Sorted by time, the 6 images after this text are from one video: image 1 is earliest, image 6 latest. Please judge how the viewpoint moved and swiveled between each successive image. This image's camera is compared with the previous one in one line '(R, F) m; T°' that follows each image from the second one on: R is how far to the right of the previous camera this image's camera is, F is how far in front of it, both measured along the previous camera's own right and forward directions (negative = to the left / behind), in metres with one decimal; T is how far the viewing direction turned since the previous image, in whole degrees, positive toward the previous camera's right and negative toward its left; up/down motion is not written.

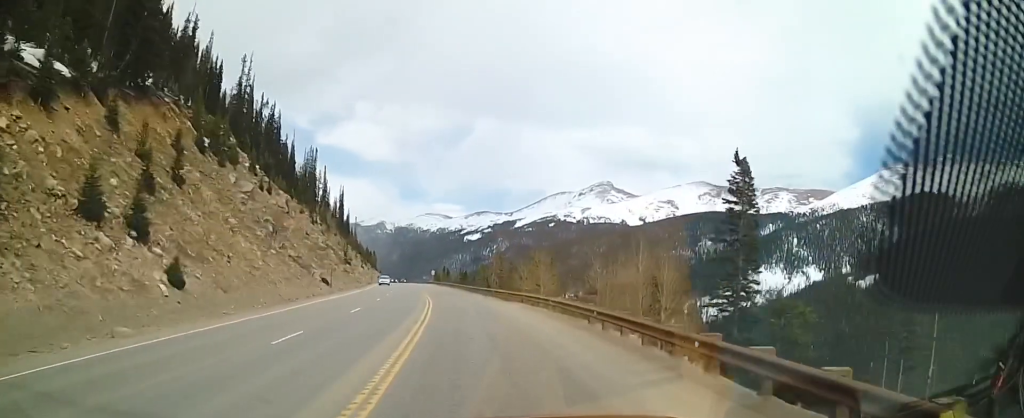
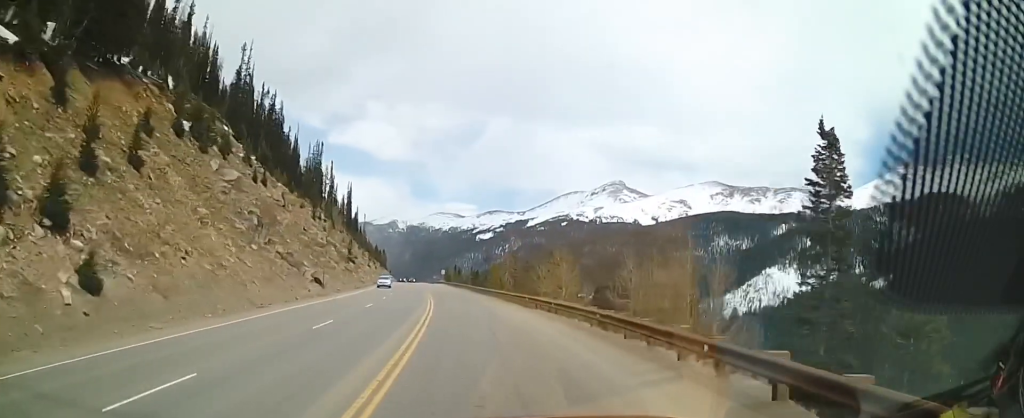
(-0.3, +8.1) m; -1°
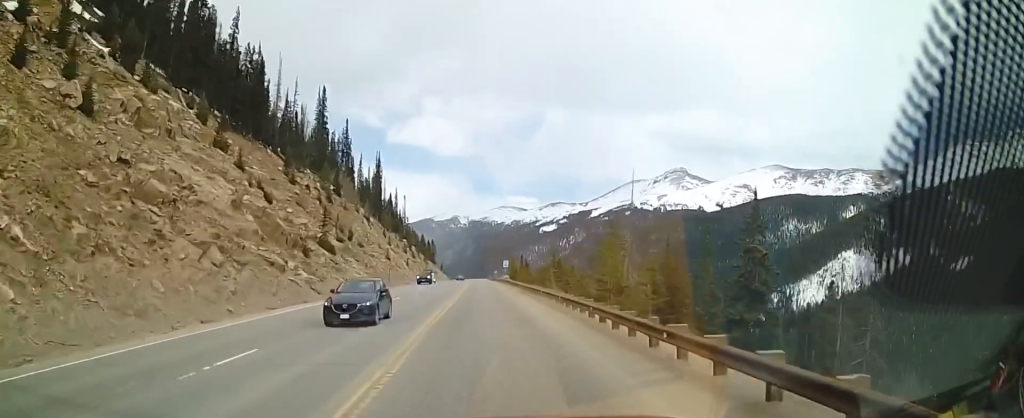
(-2.2, +59.1) m; -5°
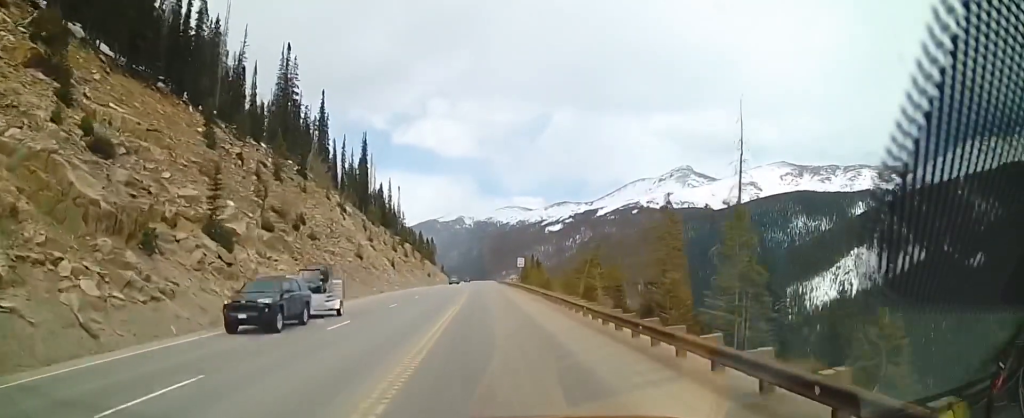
(-0.3, +28.0) m; -1°
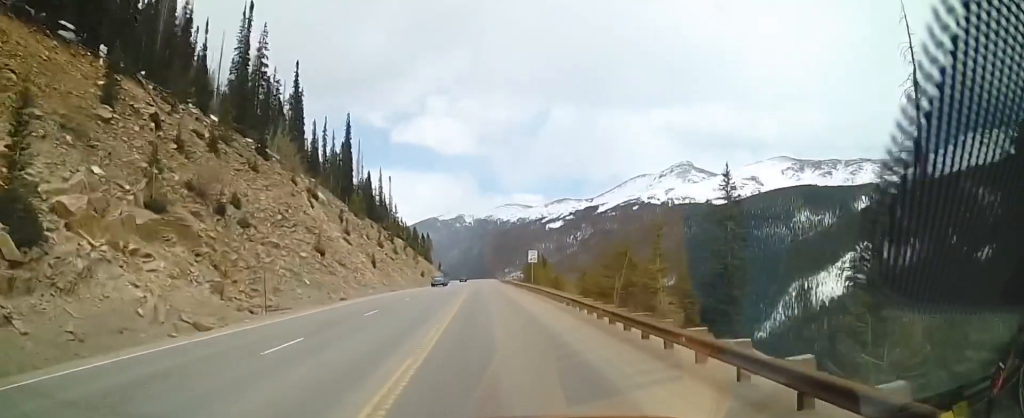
(0.0, +18.2) m; 0°
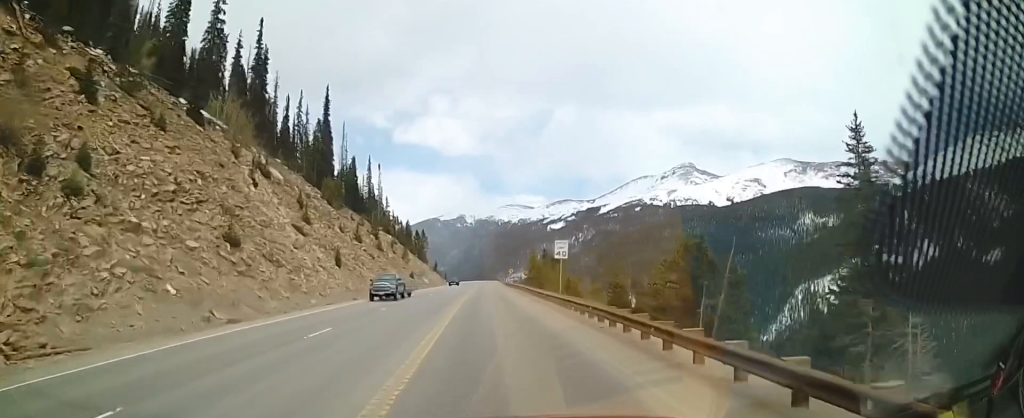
(+0.2, +20.8) m; +1°
